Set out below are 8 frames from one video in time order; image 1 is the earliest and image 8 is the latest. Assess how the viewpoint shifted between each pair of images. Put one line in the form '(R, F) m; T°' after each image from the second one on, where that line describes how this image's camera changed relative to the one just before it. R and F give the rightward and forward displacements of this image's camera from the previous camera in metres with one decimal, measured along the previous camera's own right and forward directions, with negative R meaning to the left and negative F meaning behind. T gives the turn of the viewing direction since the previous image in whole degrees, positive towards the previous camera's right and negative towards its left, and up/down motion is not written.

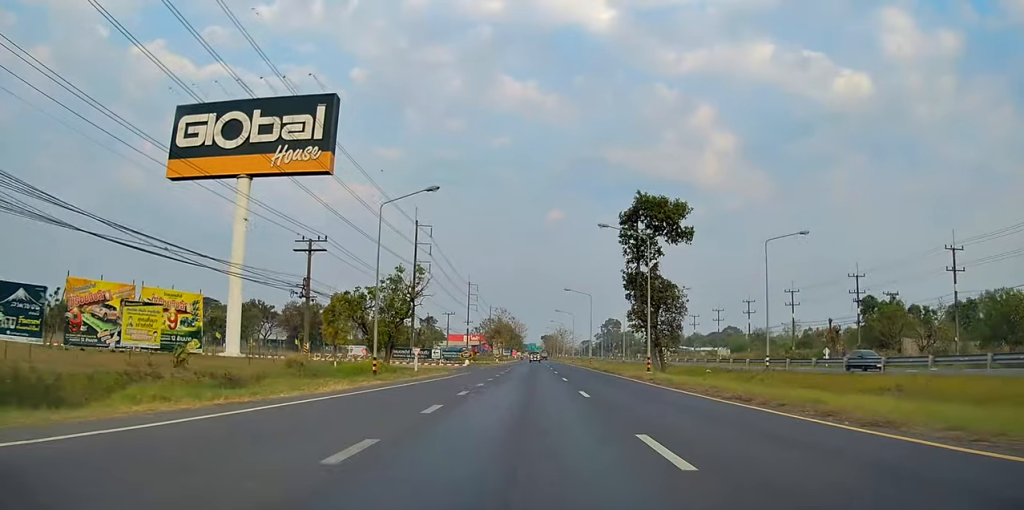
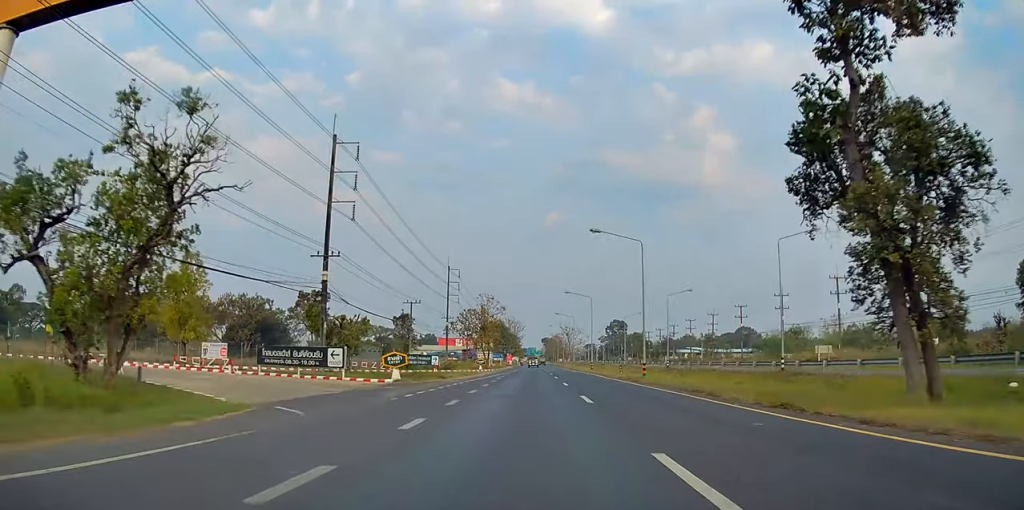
(+0.3, +39.0) m; +1°
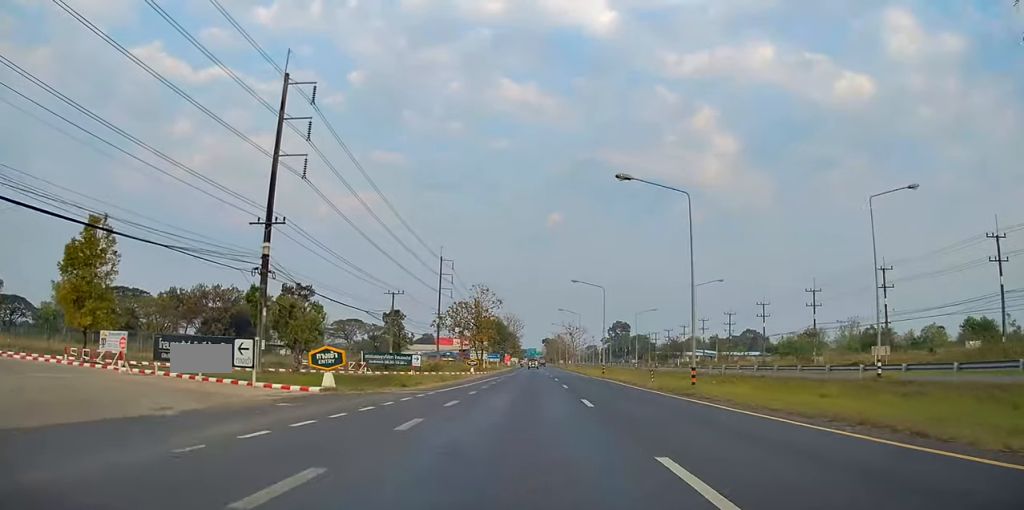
(+0.2, +12.5) m; 0°
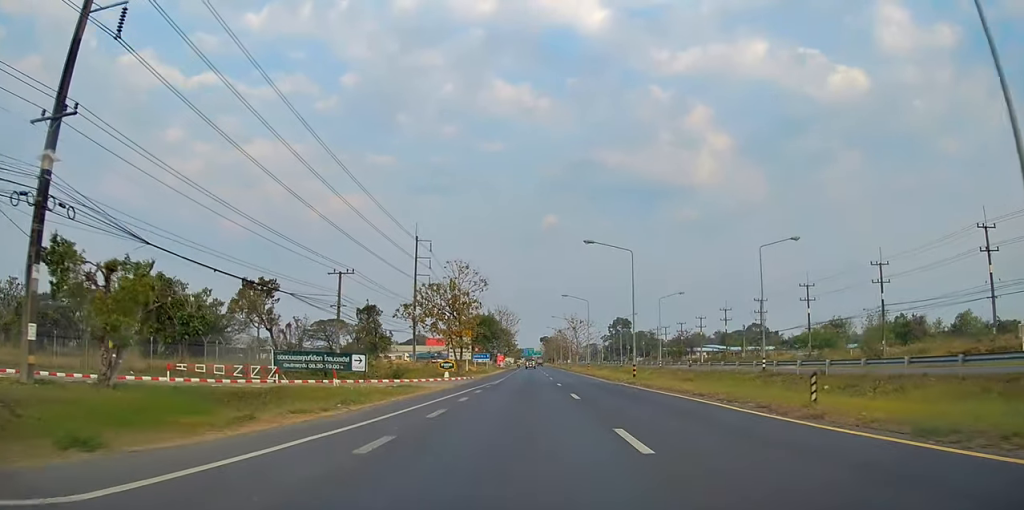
(-0.5, +20.7) m; 0°
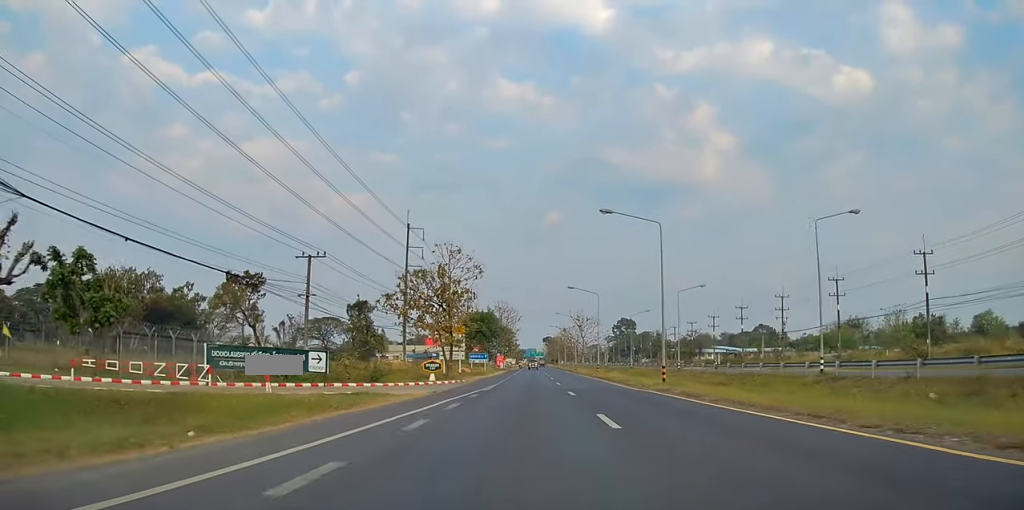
(+0.4, +9.5) m; 0°
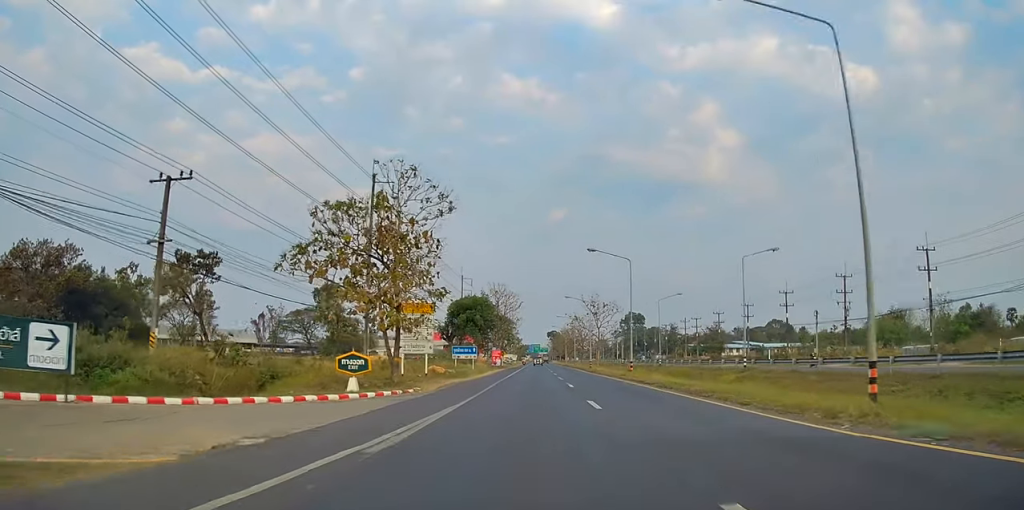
(-0.6, +21.4) m; -1°
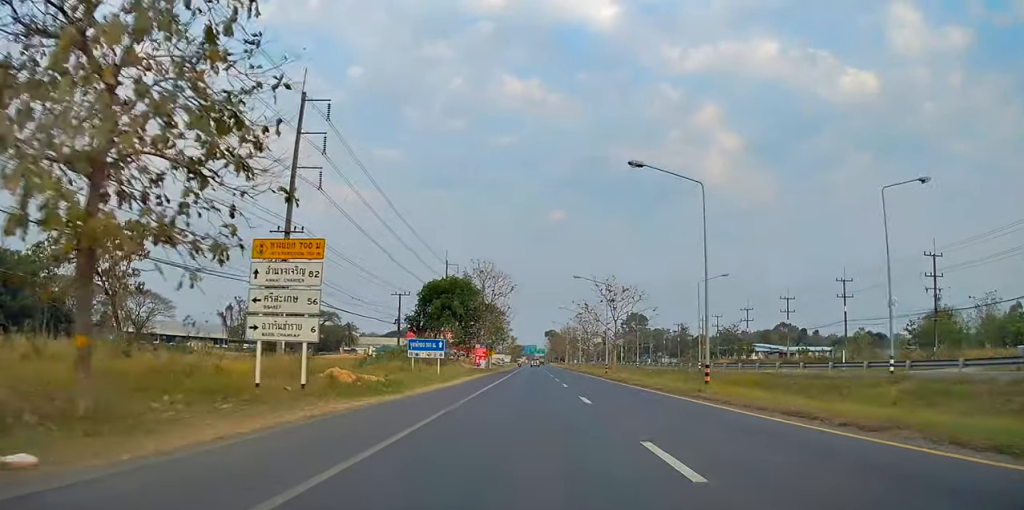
(+0.7, +21.9) m; +2°
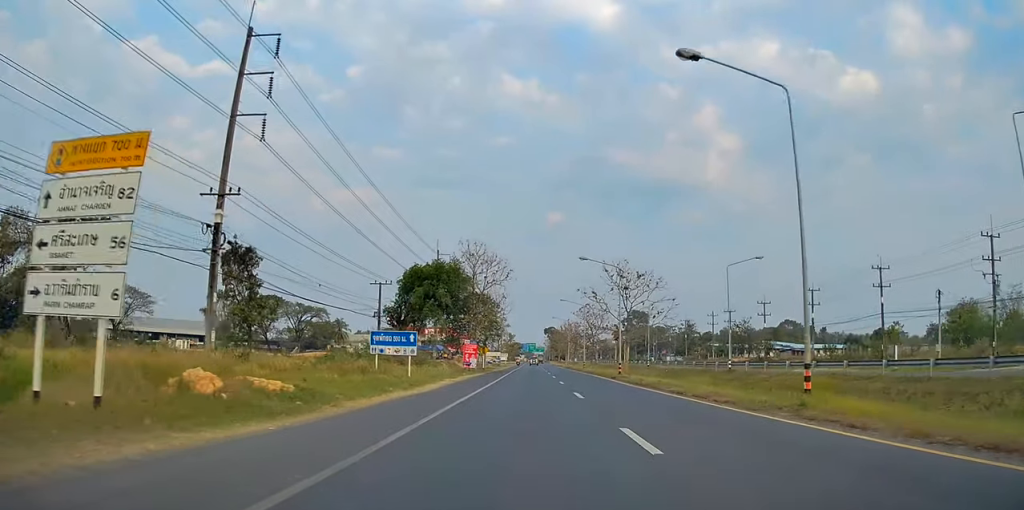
(-0.1, +10.1) m; 0°
